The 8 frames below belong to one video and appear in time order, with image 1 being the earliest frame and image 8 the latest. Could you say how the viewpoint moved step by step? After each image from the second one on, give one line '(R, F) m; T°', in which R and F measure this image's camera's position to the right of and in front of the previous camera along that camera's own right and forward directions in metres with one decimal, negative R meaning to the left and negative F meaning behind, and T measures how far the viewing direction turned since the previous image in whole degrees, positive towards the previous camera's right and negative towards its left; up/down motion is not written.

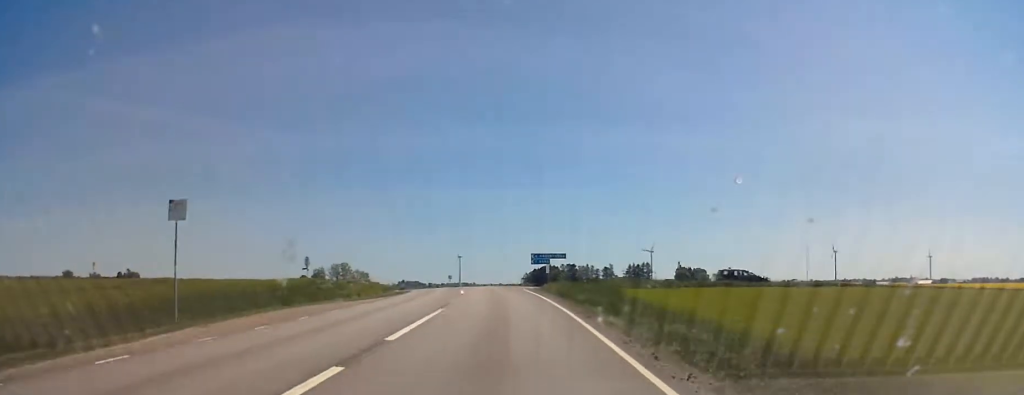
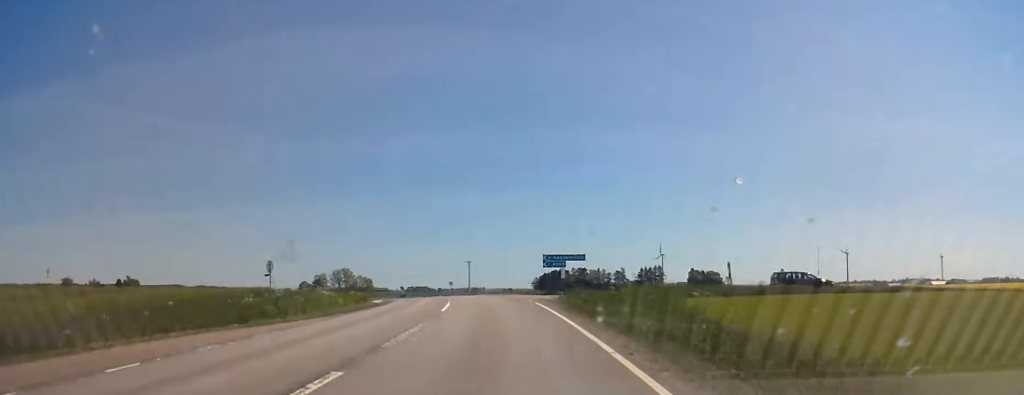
(-0.1, +11.2) m; 0°
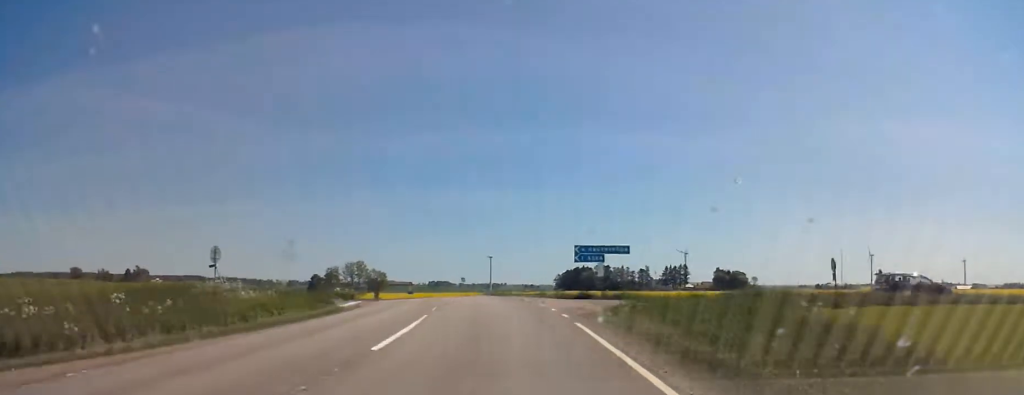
(-0.1, +13.4) m; -1°
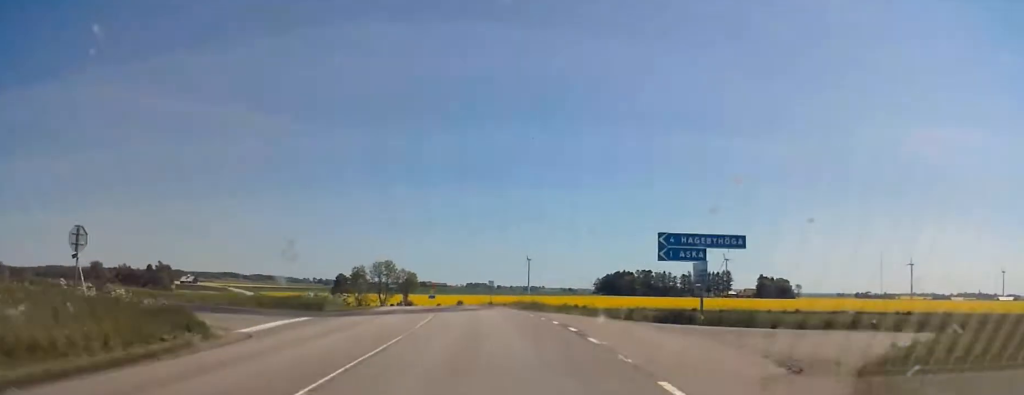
(+0.1, +17.2) m; -1°
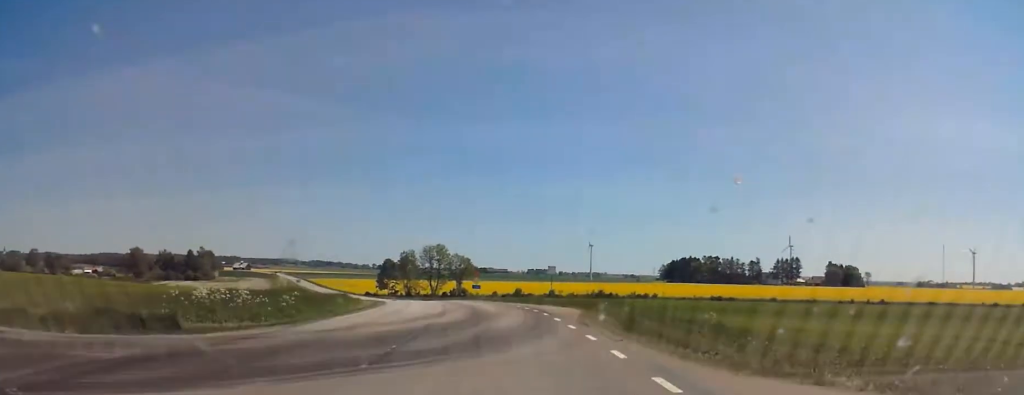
(-0.6, +21.5) m; -2°
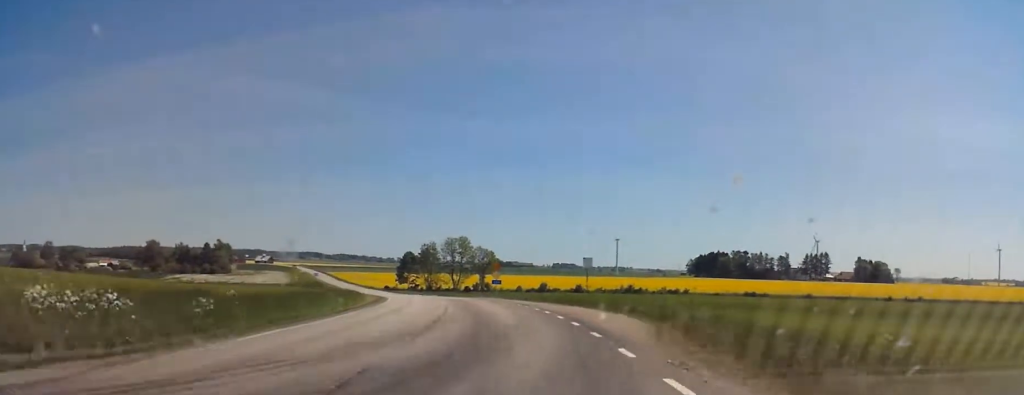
(-0.1, +9.5) m; -2°
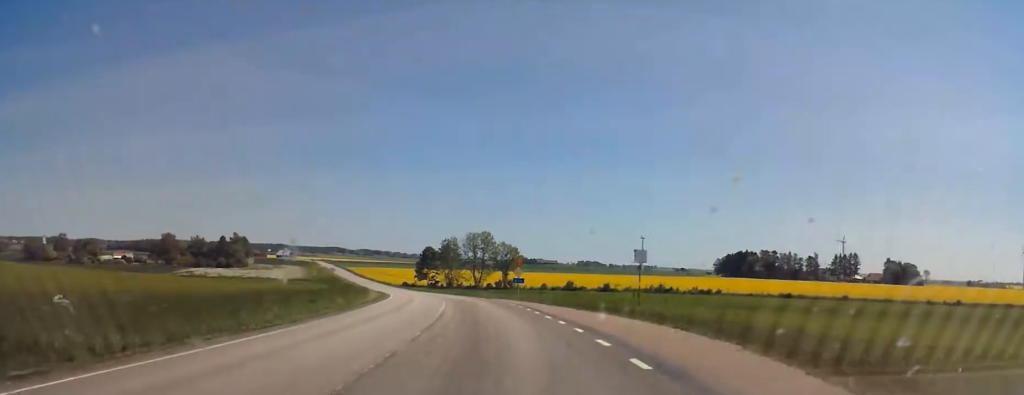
(+0.2, +10.1) m; -3°
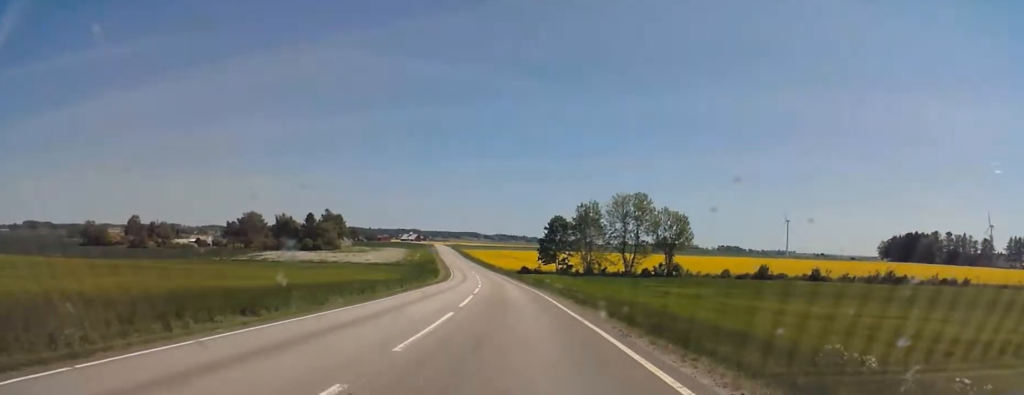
(-9.3, +66.9) m; -12°
